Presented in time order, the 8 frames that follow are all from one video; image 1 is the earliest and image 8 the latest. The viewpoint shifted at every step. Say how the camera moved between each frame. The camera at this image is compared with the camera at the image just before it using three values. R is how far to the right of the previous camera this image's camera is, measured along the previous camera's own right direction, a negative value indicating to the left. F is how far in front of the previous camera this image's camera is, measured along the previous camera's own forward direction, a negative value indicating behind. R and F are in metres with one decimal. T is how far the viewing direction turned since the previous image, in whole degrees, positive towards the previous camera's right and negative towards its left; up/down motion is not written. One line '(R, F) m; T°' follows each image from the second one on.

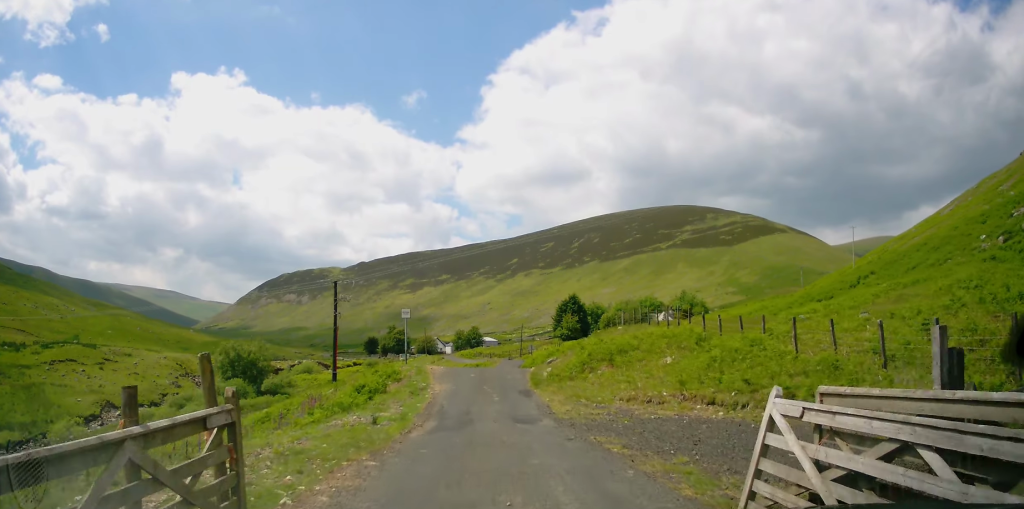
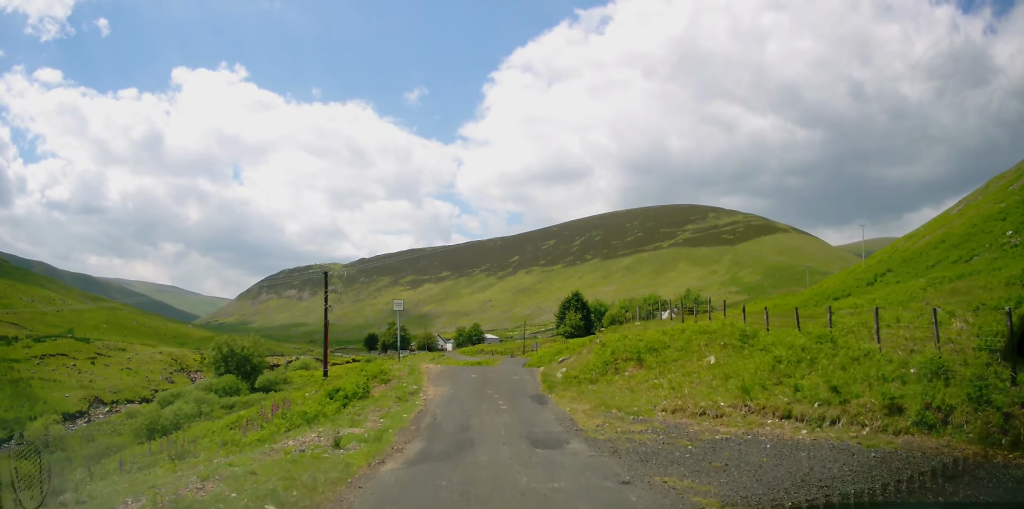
(-0.1, +3.3) m; 0°
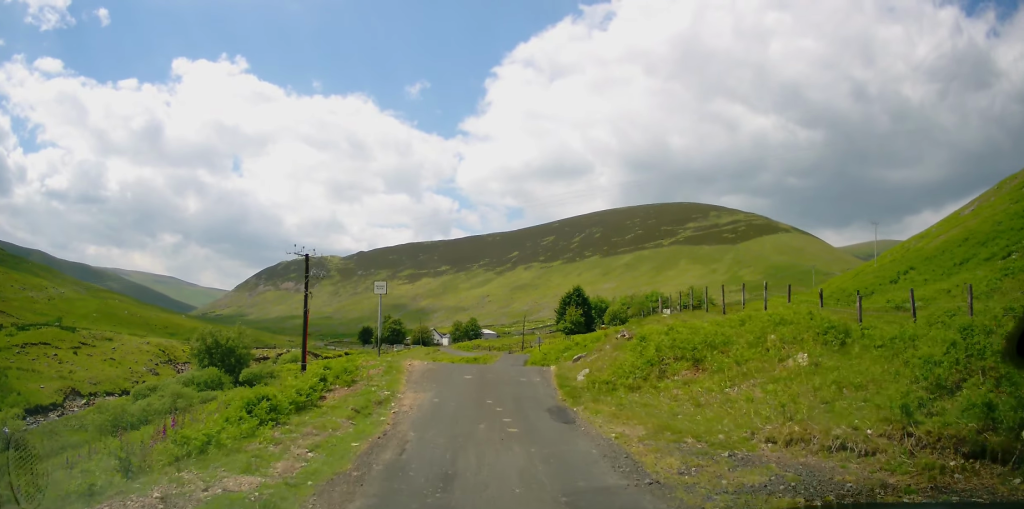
(-0.2, +4.5) m; 0°
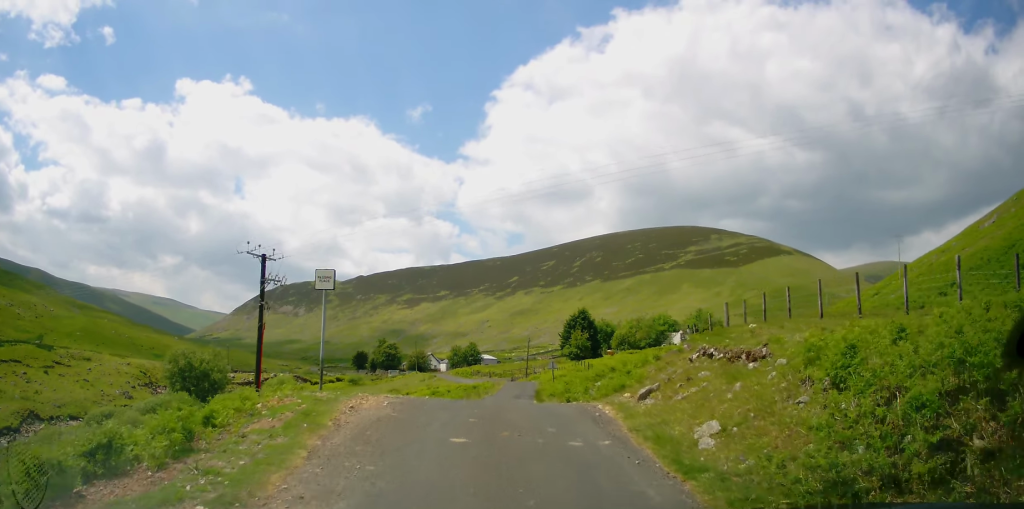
(+0.2, +7.9) m; -2°
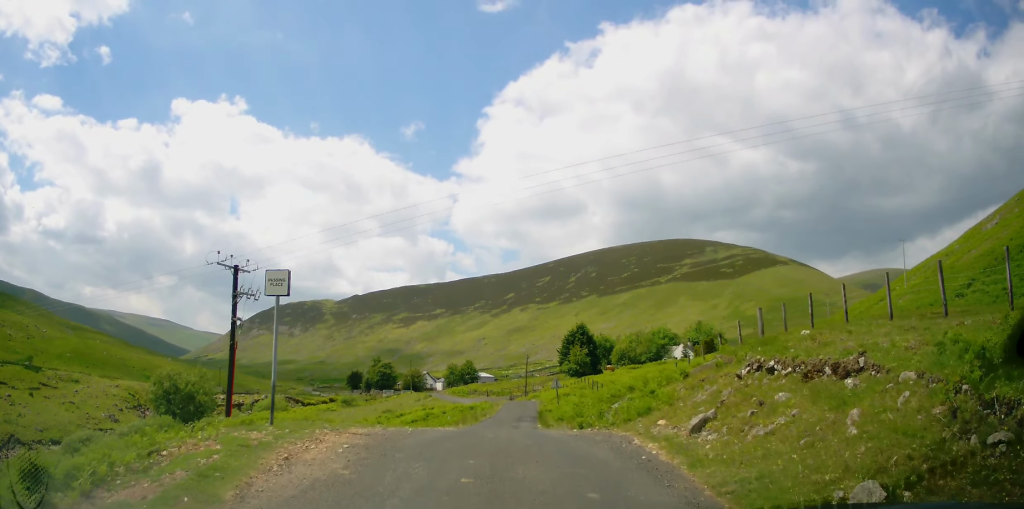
(-0.1, +3.0) m; -2°
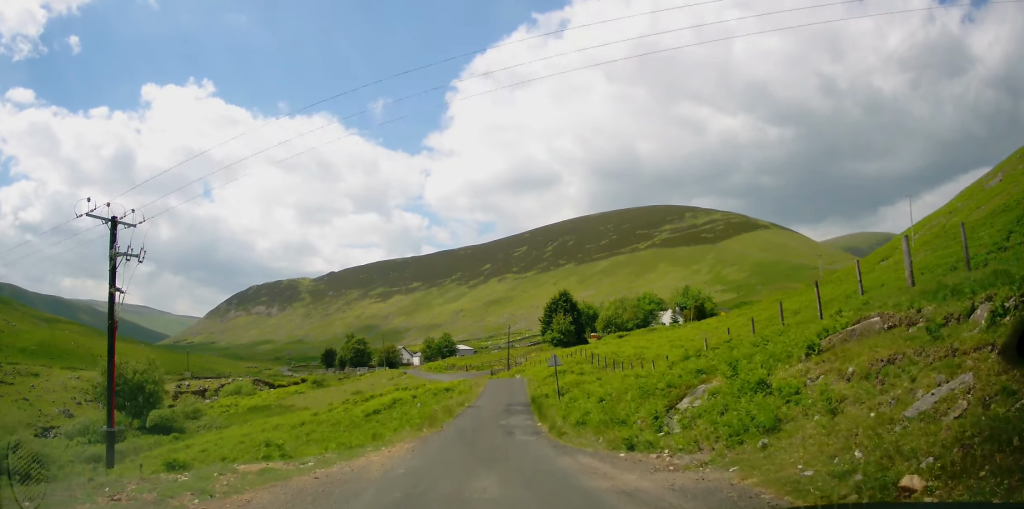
(-0.1, +8.2) m; 0°
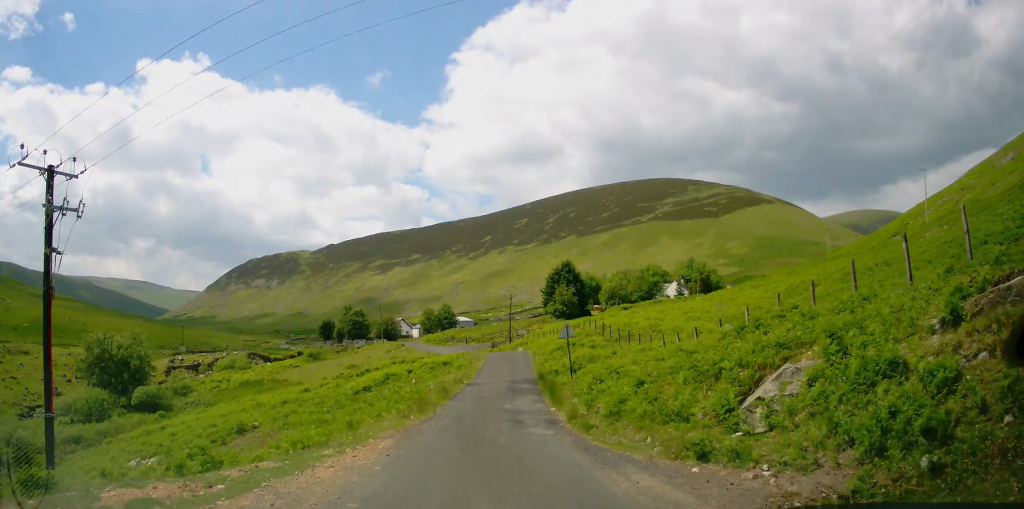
(0.0, +3.4) m; +2°
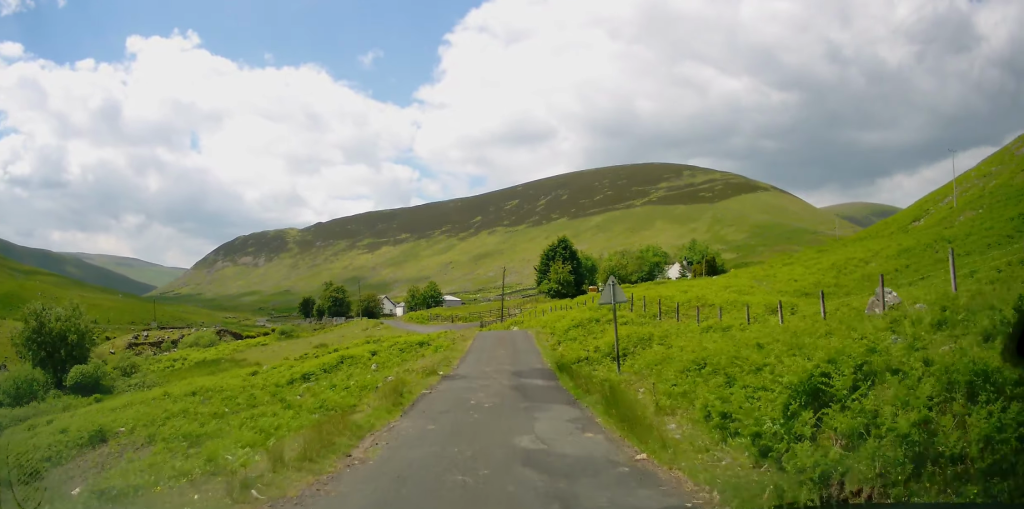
(+0.5, +8.6) m; +2°
